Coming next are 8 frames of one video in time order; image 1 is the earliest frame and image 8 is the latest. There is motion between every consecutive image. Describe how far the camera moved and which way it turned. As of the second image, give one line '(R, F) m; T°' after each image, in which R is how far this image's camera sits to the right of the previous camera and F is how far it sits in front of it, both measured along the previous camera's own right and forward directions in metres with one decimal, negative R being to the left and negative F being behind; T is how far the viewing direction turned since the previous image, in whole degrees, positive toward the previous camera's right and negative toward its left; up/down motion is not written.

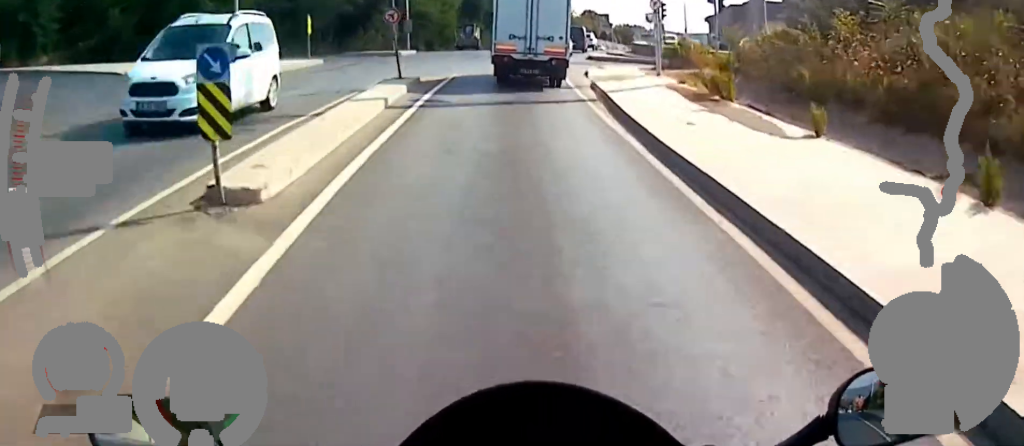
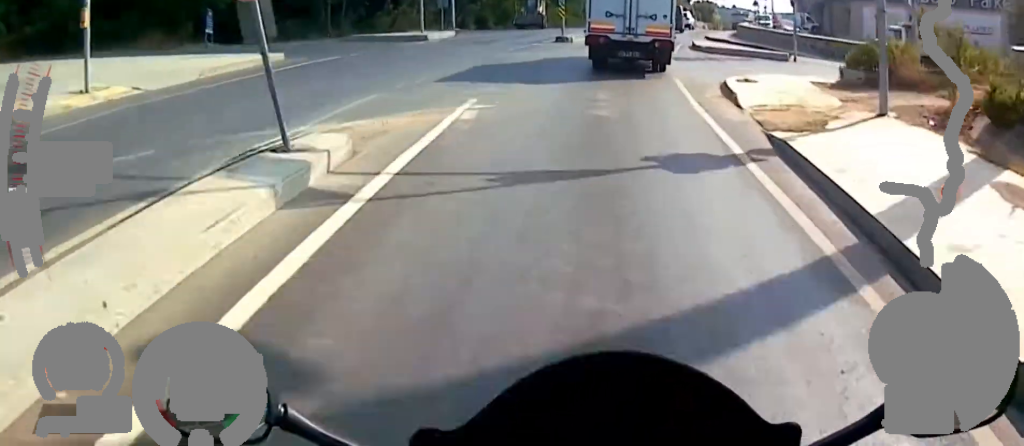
(-0.7, +12.2) m; 0°
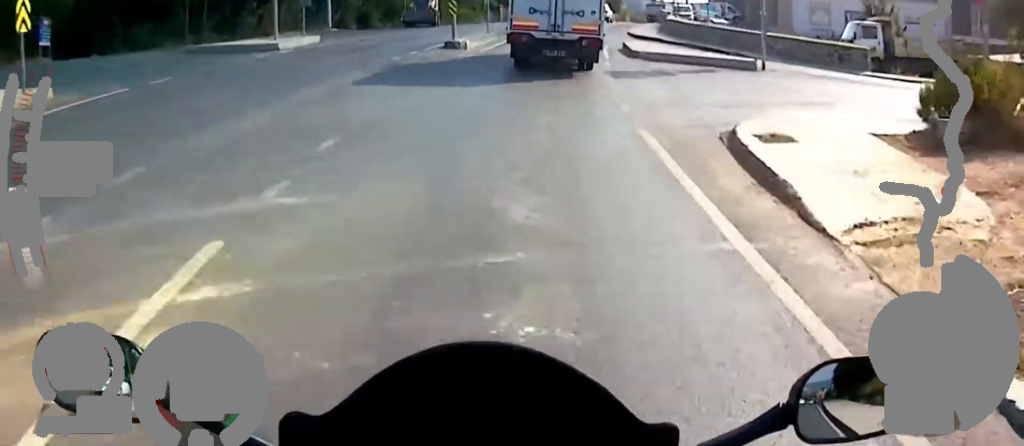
(0.0, +6.9) m; +1°
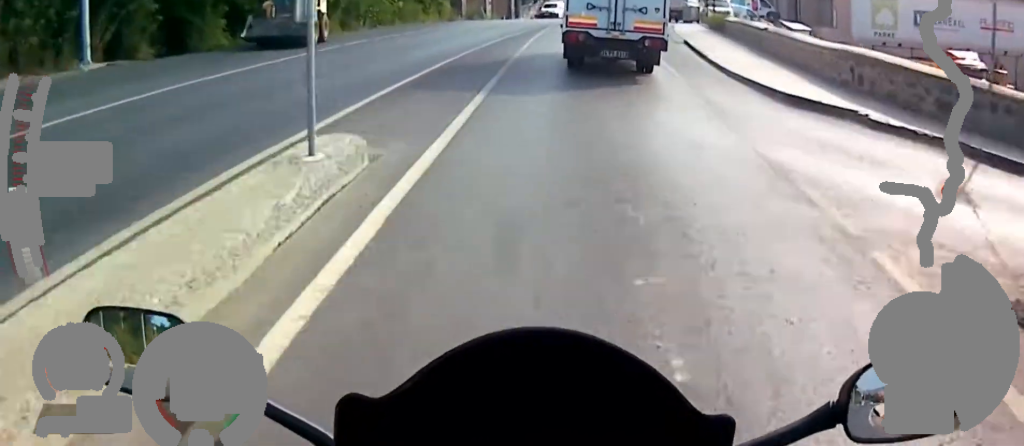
(+2.2, +24.0) m; +11°
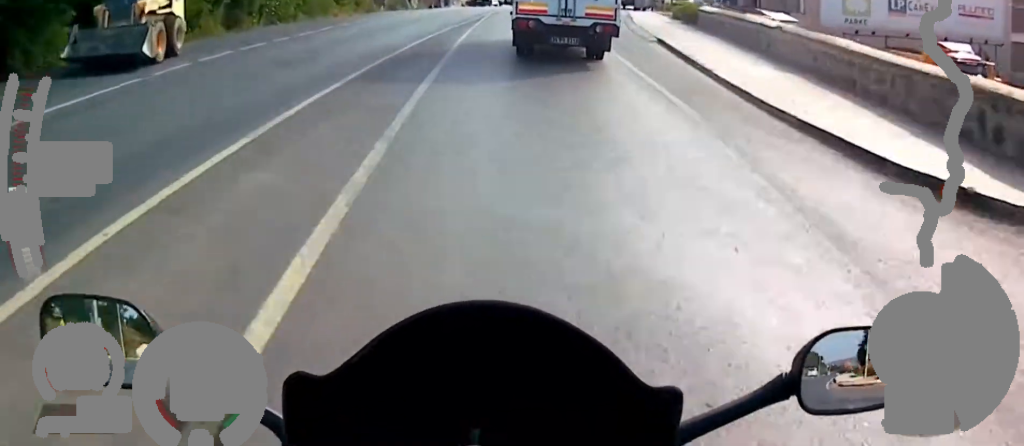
(+0.1, +6.8) m; +3°
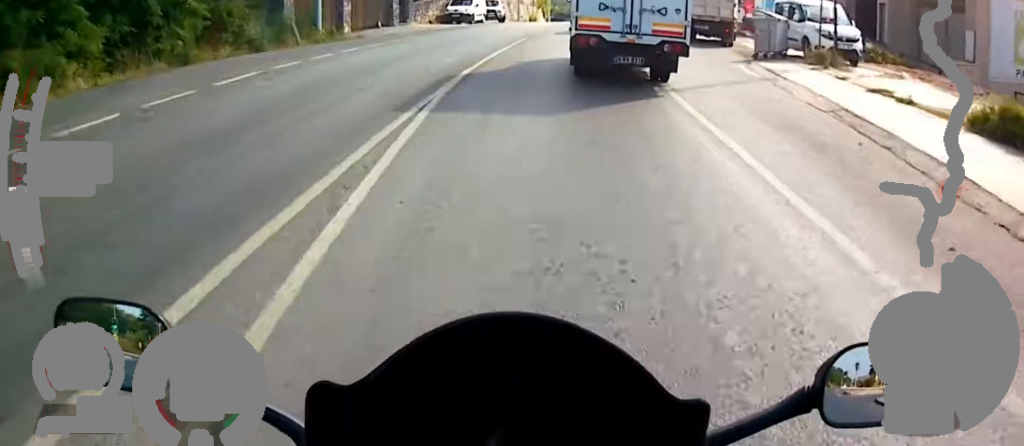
(+1.3, +24.1) m; +2°
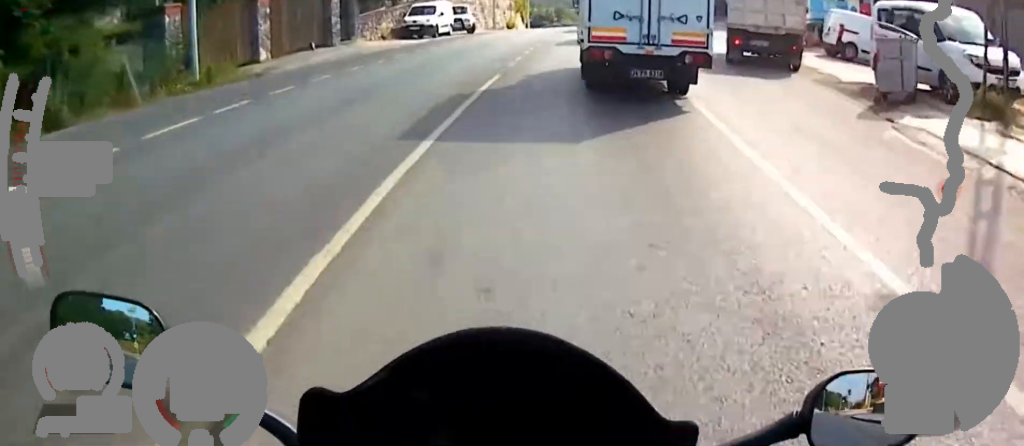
(0.0, +9.9) m; 0°
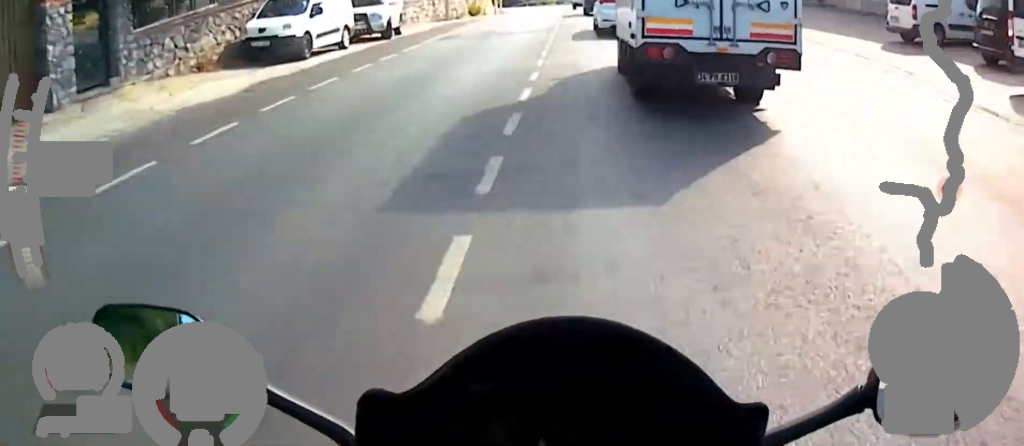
(0.0, +21.3) m; +1°
